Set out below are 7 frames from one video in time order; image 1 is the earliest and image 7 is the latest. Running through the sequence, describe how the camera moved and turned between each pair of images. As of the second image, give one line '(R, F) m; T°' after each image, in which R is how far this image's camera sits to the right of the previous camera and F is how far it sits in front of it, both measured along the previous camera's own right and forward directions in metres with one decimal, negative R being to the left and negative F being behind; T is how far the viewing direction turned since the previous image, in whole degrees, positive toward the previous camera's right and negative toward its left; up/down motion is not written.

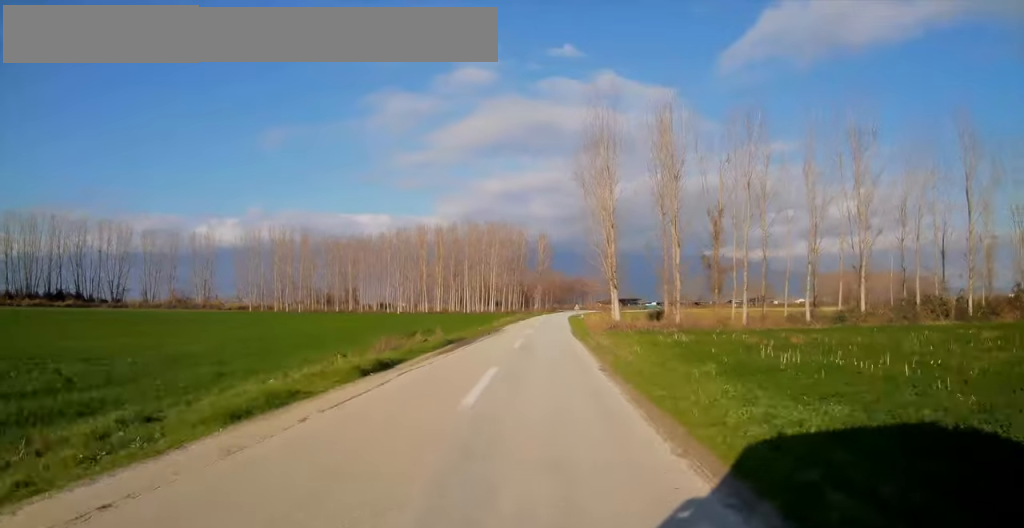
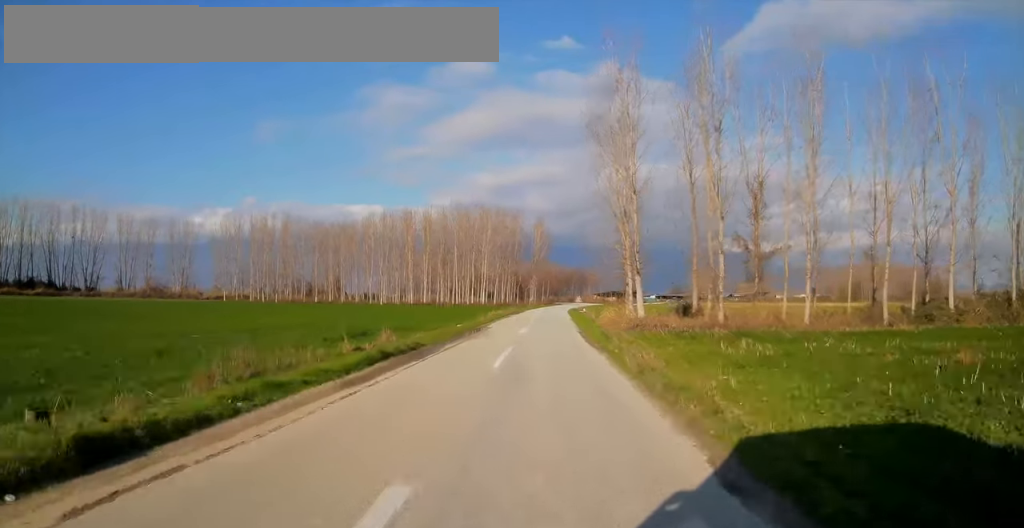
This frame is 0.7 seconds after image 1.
(+0.1, +11.4) m; +1°
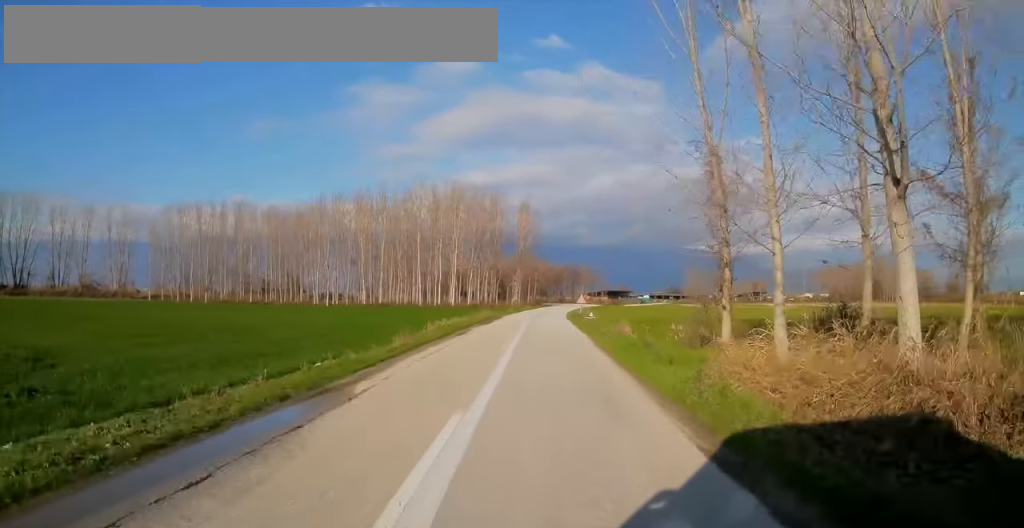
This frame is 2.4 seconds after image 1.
(+0.5, +25.6) m; +2°
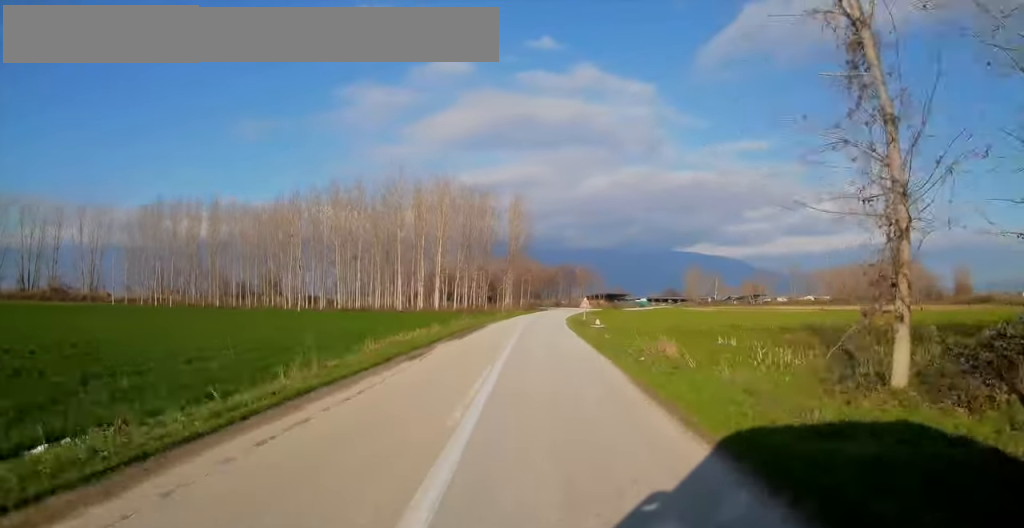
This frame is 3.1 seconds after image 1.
(+0.1, +9.9) m; 0°
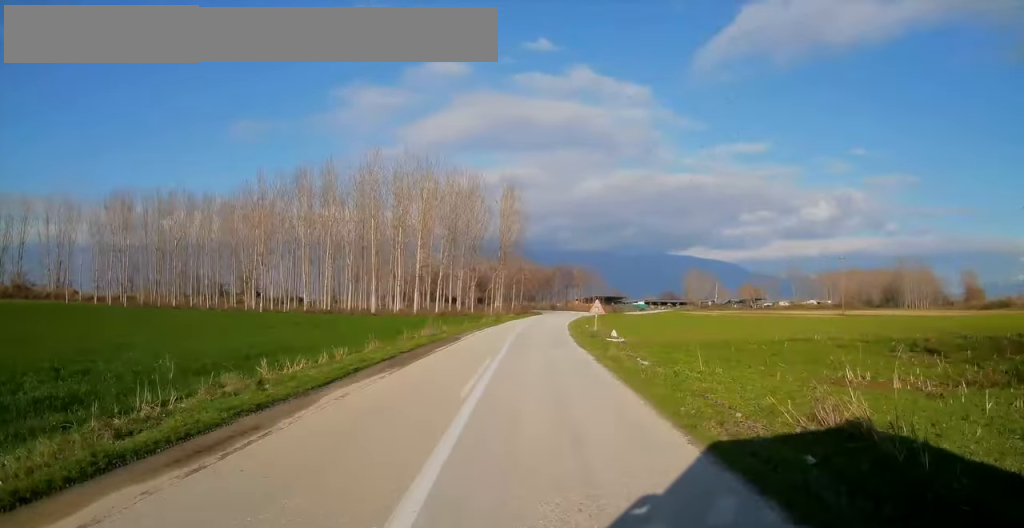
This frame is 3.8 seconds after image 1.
(+0.1, +11.2) m; 0°
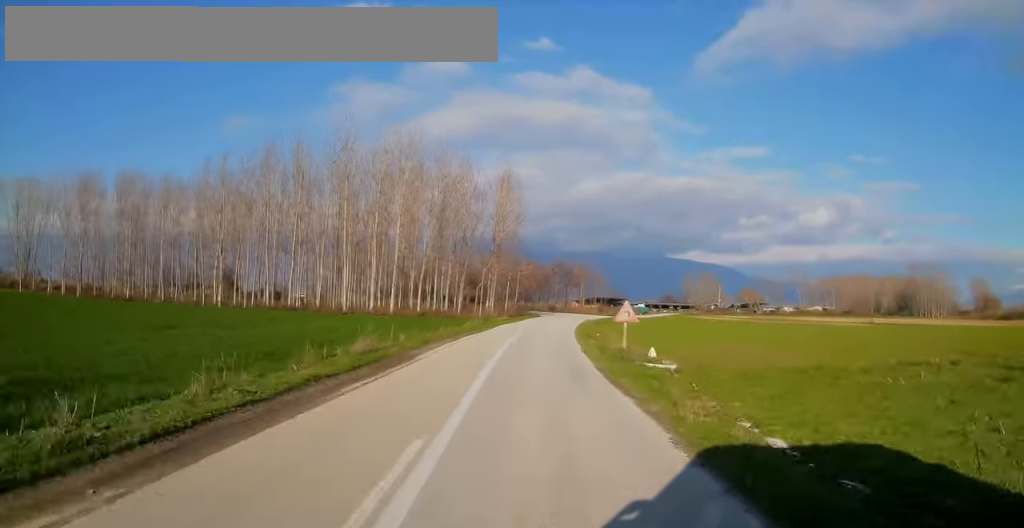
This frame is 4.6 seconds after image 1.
(0.0, +10.5) m; +1°
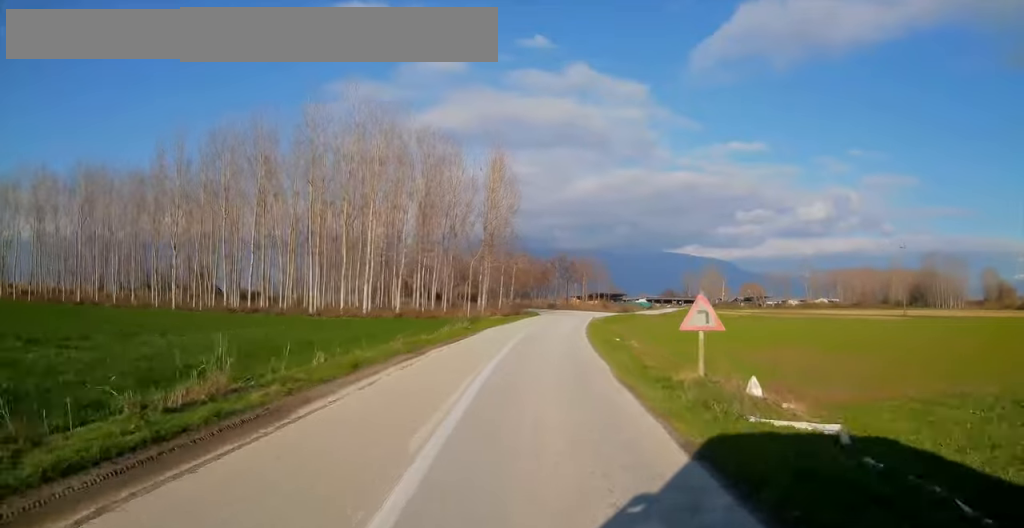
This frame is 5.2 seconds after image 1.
(+0.1, +9.3) m; 0°
